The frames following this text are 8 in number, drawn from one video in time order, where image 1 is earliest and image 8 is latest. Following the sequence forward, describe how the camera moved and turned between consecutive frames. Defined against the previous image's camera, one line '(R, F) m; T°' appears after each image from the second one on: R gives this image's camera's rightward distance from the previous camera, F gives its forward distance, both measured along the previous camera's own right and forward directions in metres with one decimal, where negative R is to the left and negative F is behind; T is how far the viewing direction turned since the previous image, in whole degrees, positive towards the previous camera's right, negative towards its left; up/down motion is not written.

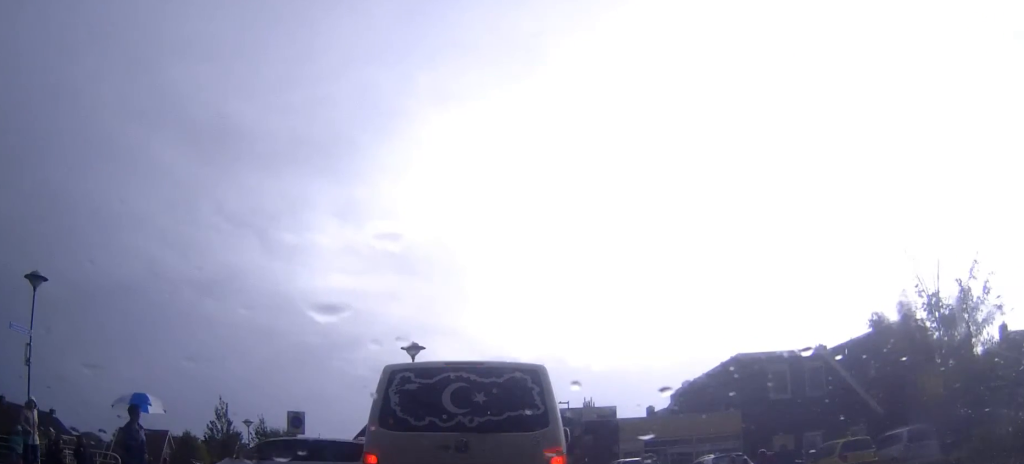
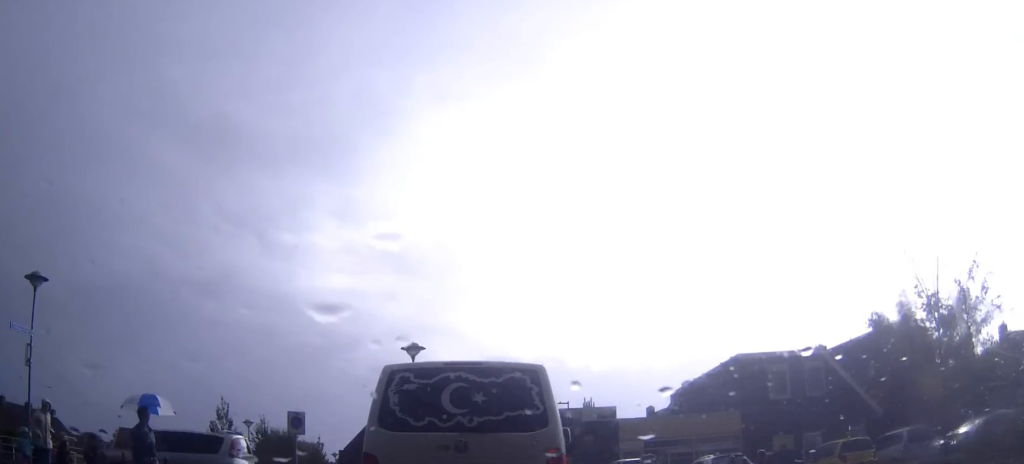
(0.0, 0.0) m; 0°
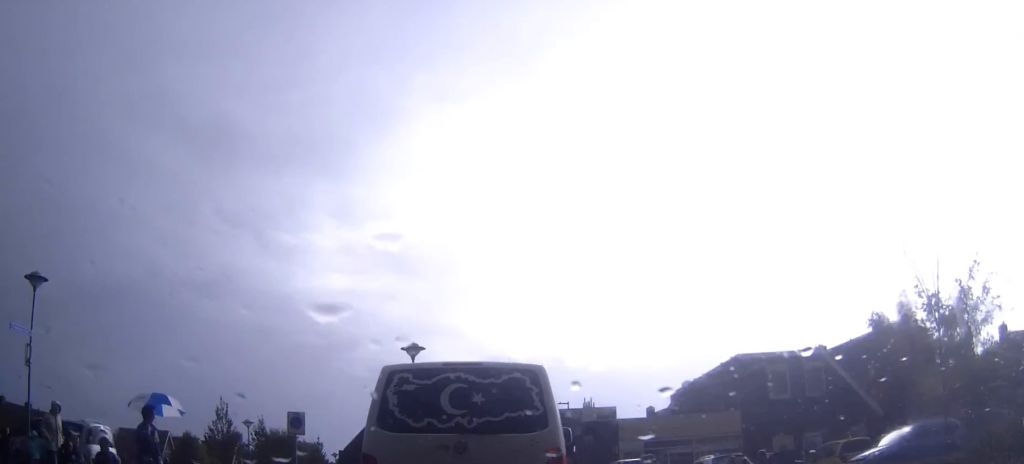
(0.0, 0.0) m; 0°
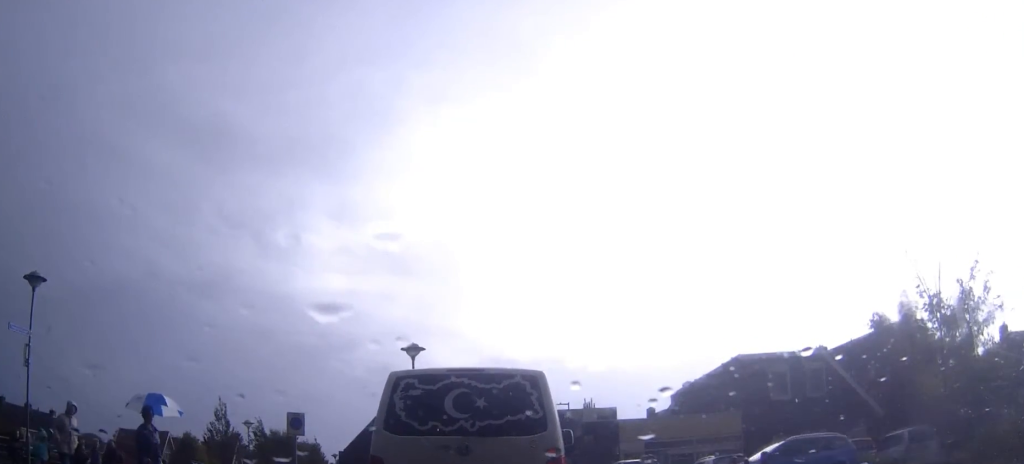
(0.0, 0.0) m; 0°
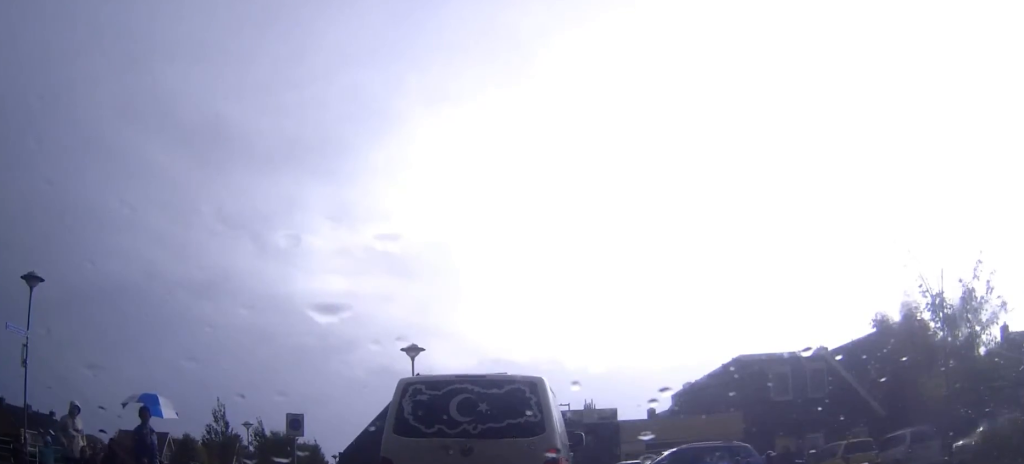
(0.0, 0.0) m; 0°
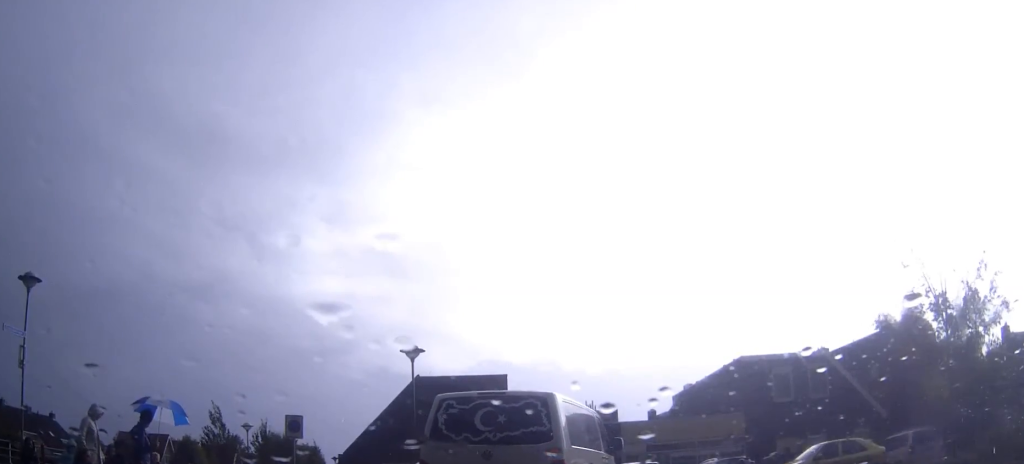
(0.0, +0.2) m; 0°
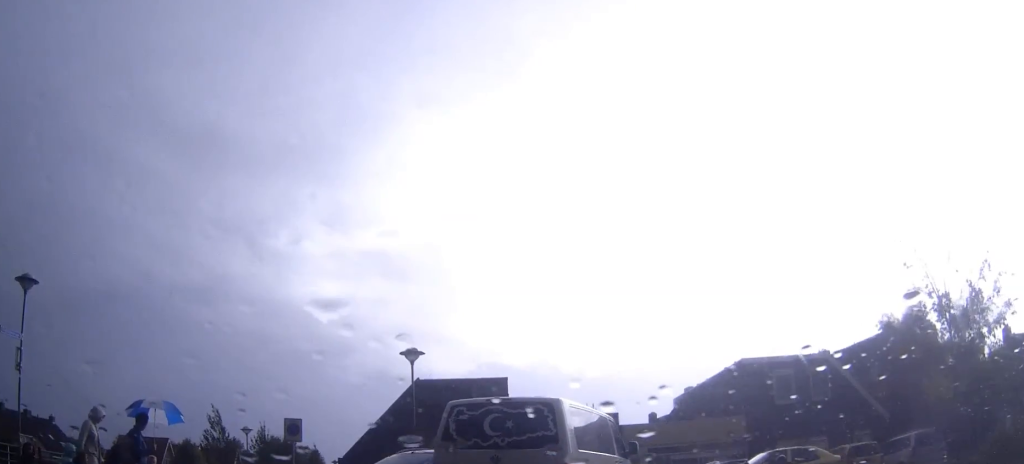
(0.0, 0.0) m; 0°
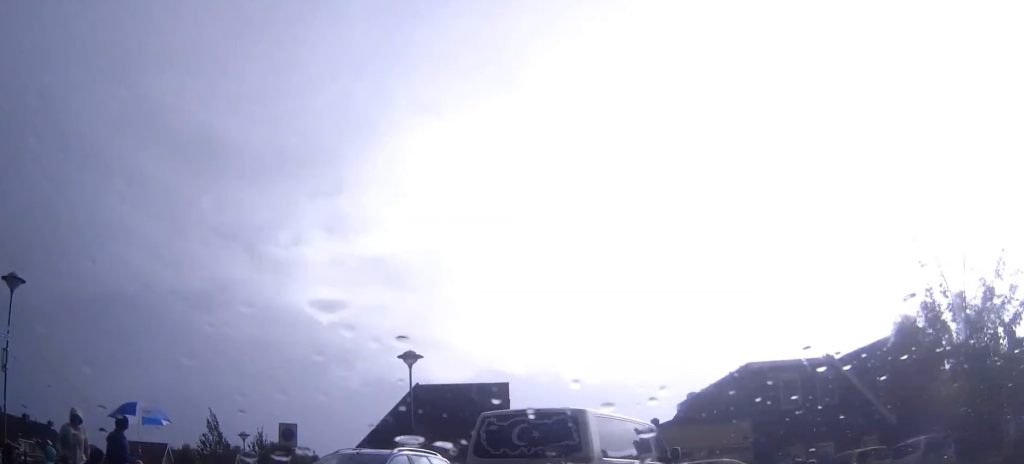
(0.0, +0.1) m; 0°
